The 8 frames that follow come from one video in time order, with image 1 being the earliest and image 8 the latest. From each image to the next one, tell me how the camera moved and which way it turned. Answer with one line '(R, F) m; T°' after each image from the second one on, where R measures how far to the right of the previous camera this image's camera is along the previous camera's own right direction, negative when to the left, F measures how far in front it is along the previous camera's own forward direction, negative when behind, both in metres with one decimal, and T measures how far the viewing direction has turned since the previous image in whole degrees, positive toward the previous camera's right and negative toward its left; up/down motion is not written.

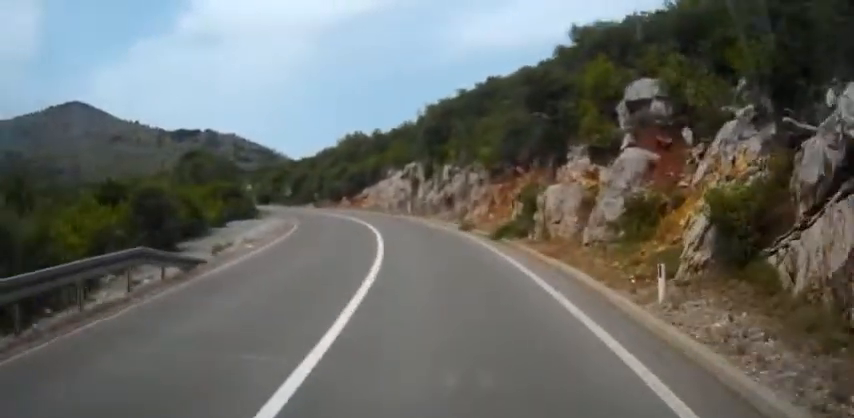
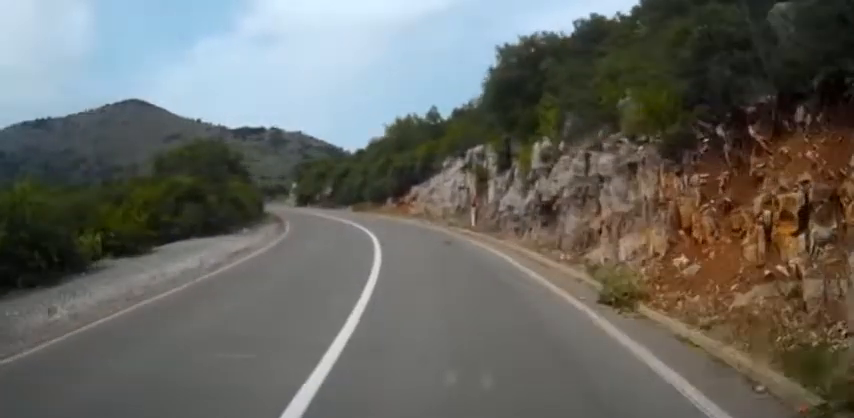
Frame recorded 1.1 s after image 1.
(-0.9, +17.4) m; -6°
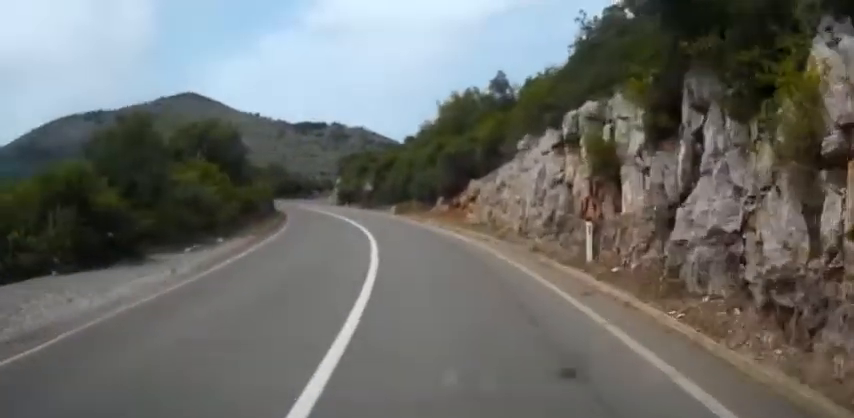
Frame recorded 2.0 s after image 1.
(-0.6, +14.1) m; -6°
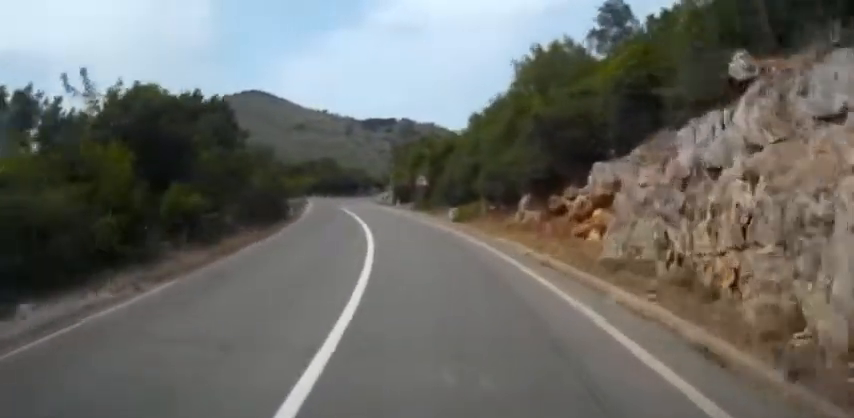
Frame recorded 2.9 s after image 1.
(-0.8, +14.5) m; -7°
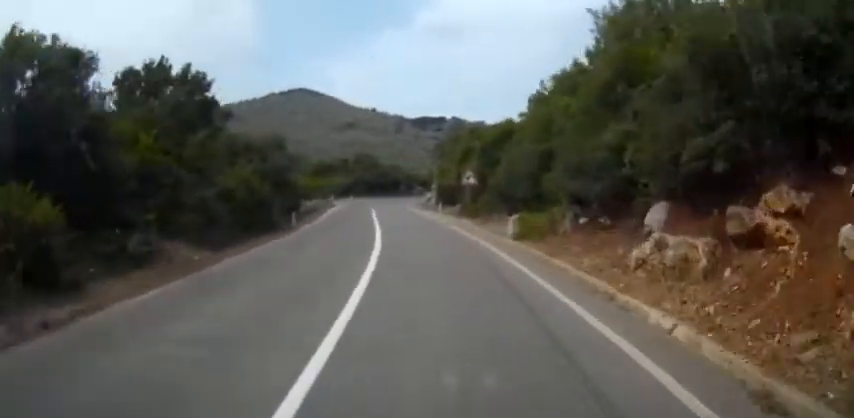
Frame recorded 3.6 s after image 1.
(-0.5, +9.8) m; -4°
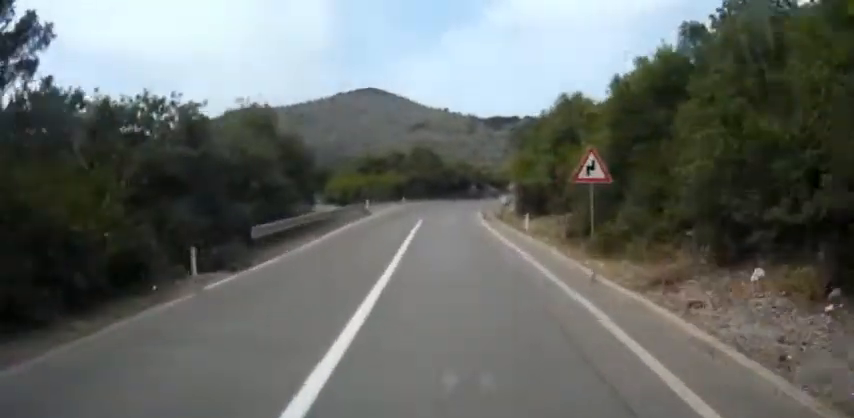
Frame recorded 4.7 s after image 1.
(-1.0, +16.8) m; -6°
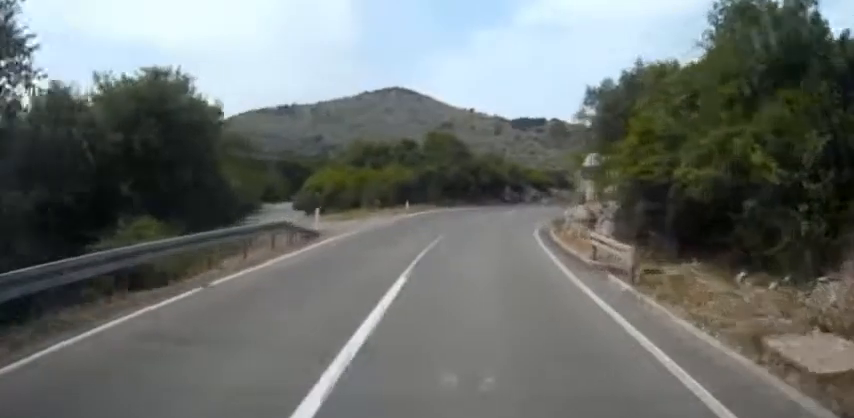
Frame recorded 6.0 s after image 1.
(-0.7, +20.5) m; -2°
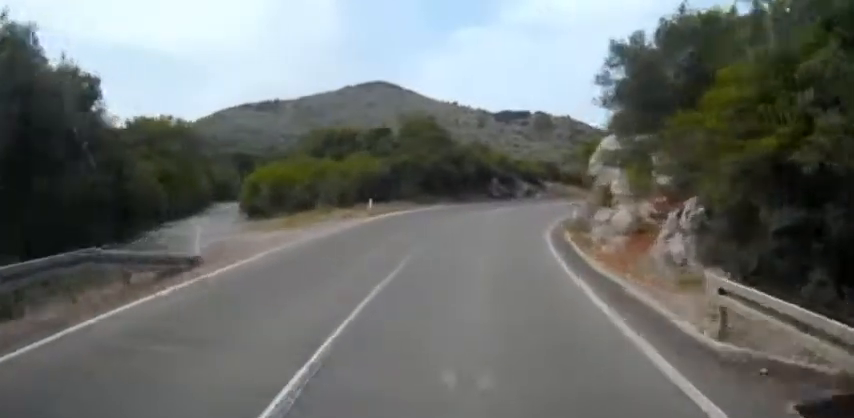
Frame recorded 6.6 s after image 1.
(-0.1, +8.4) m; +1°
